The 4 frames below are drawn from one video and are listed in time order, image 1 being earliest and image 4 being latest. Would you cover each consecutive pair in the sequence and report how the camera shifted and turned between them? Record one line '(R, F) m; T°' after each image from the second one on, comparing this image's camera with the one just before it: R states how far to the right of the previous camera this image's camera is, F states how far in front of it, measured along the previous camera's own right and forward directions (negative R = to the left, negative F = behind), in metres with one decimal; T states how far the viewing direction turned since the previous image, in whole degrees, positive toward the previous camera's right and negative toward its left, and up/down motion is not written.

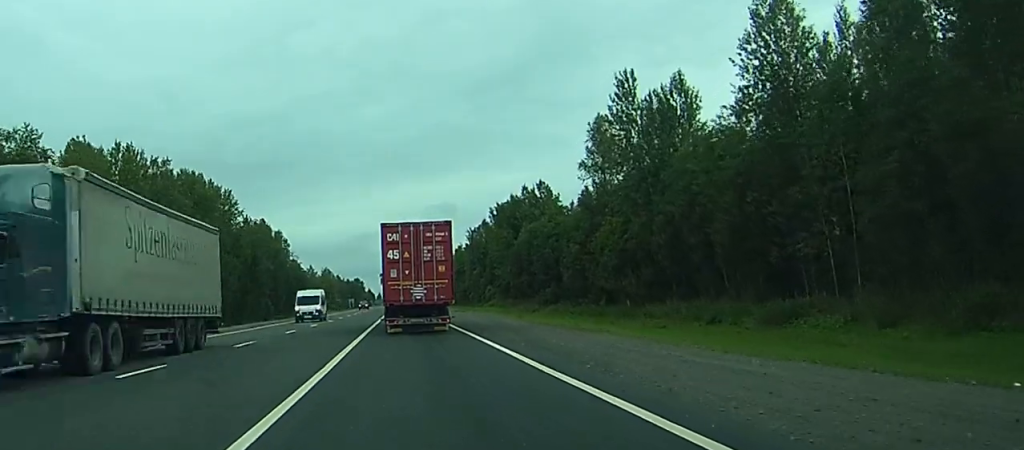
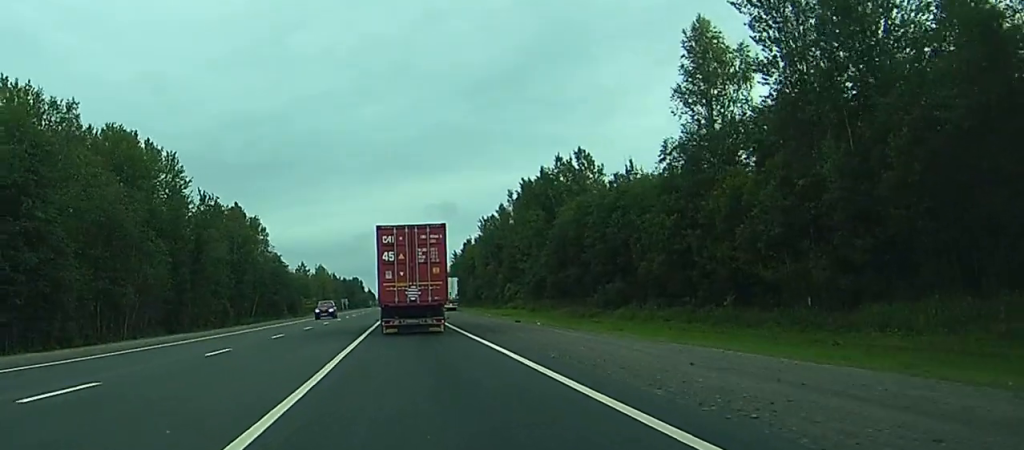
(-0.1, +40.4) m; -1°
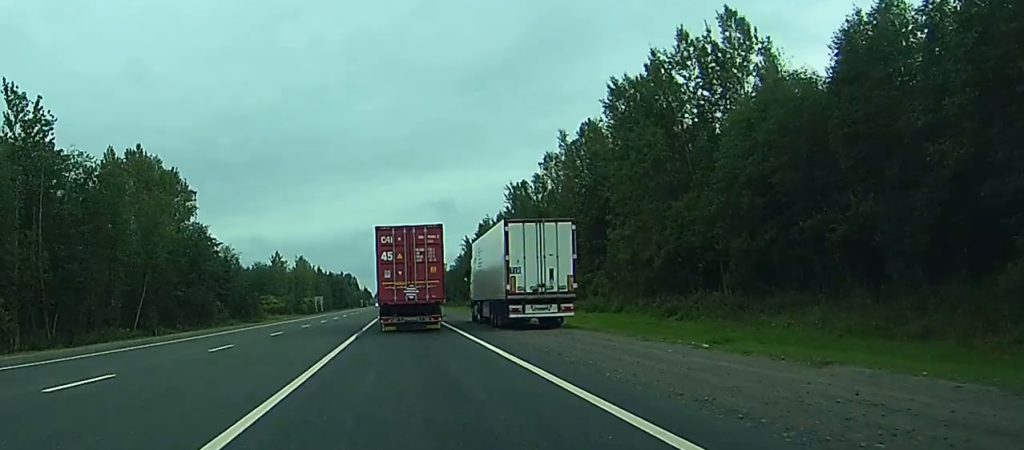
(-0.3, +69.9) m; 0°
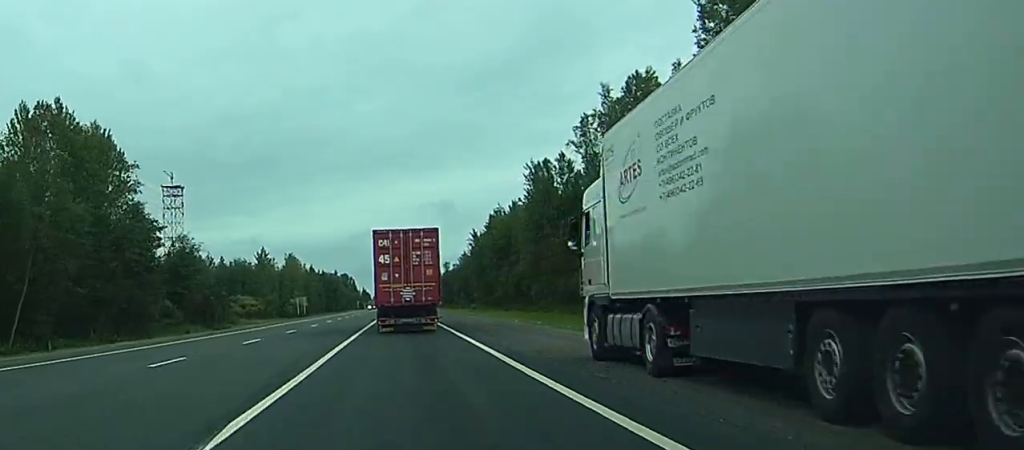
(-0.1, +30.0) m; 0°
